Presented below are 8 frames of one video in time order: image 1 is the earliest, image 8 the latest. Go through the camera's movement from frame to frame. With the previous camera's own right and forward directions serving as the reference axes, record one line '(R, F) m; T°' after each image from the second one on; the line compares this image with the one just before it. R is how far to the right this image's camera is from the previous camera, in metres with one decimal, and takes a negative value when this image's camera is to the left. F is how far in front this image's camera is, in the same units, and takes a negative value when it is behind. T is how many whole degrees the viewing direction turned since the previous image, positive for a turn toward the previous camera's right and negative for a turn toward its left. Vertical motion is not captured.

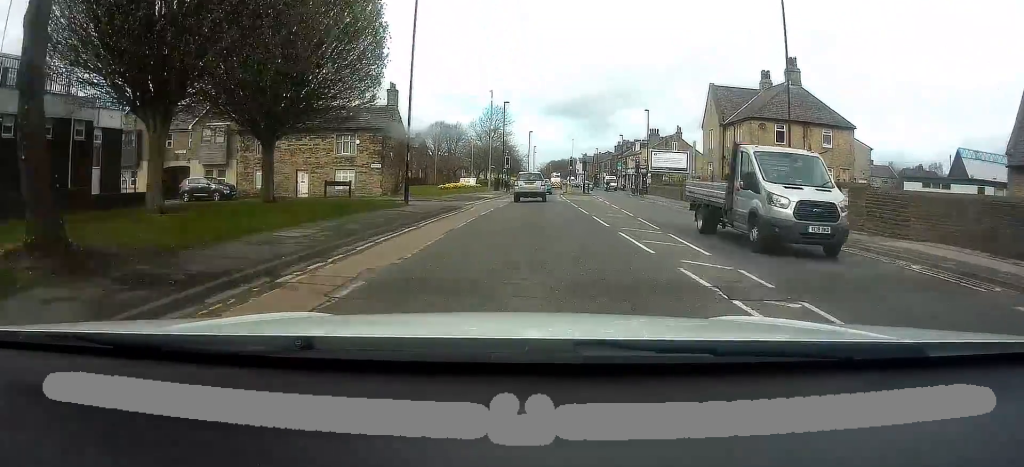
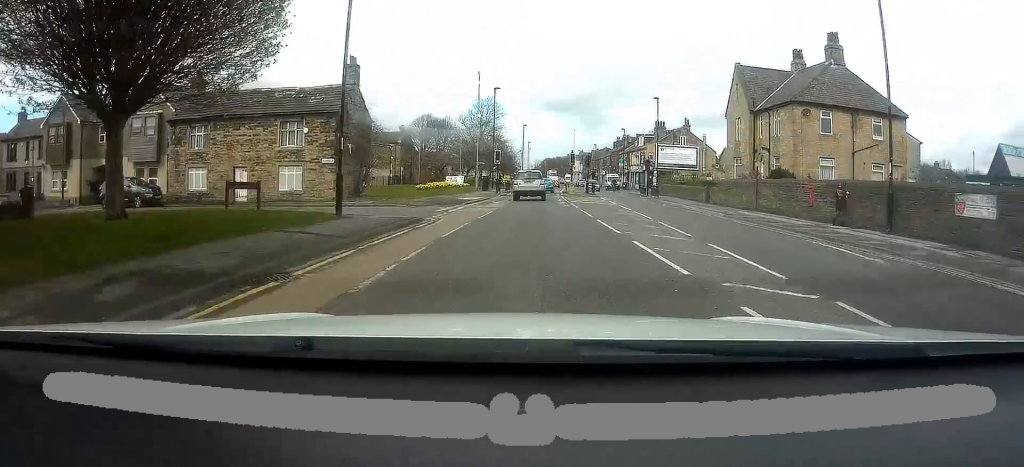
(0.0, +8.1) m; +1°
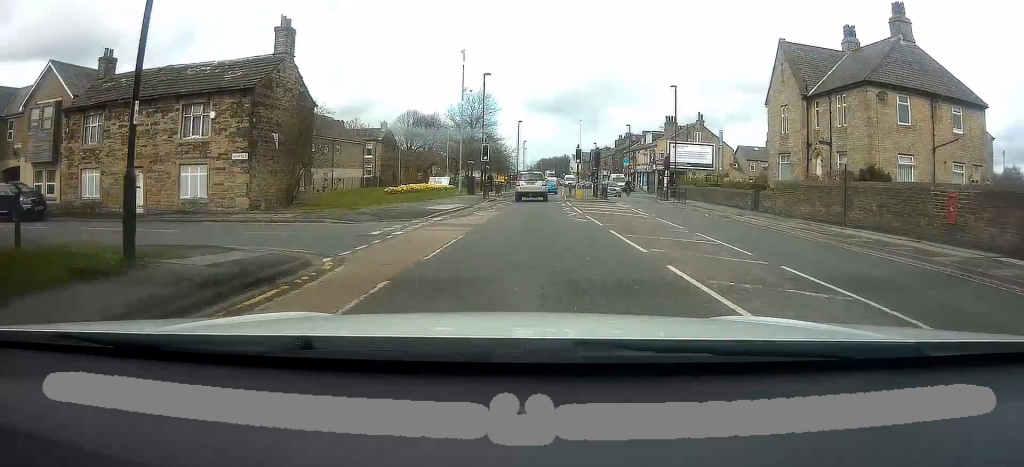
(+0.2, +9.1) m; +1°
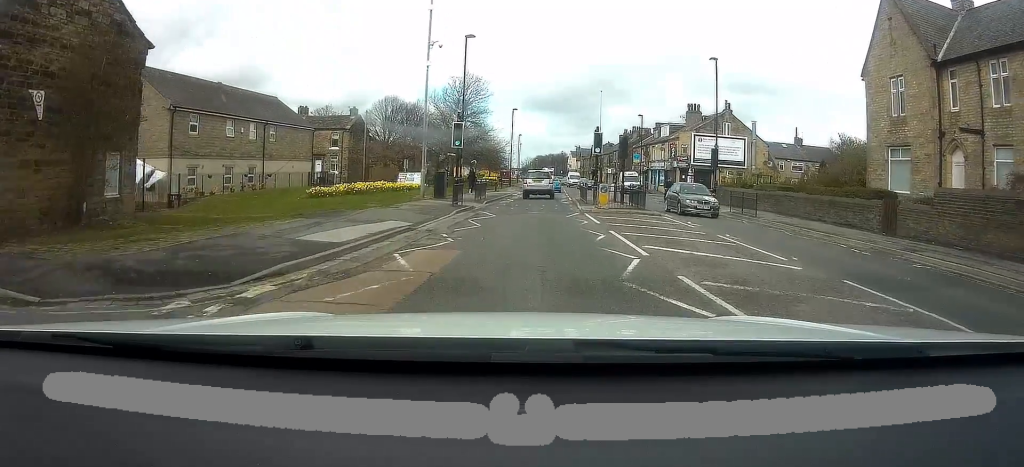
(-0.1, +12.6) m; -1°
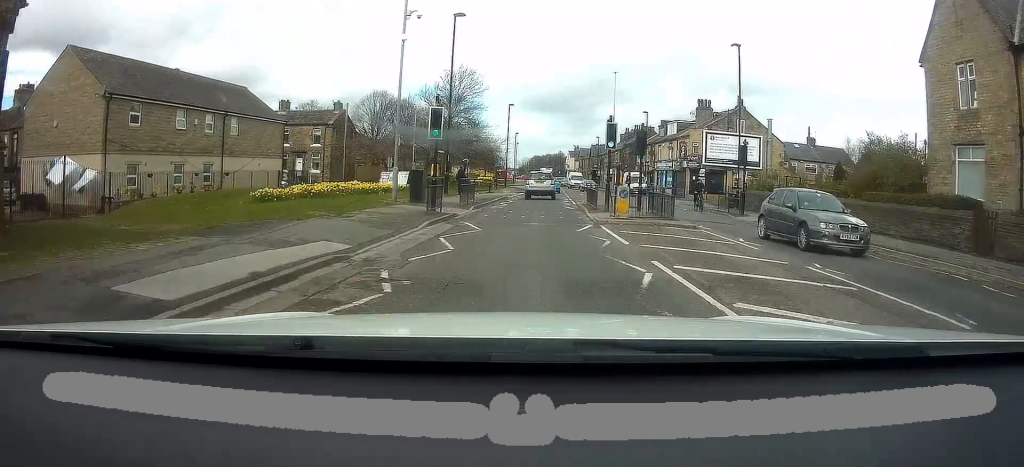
(-0.2, +5.0) m; 0°
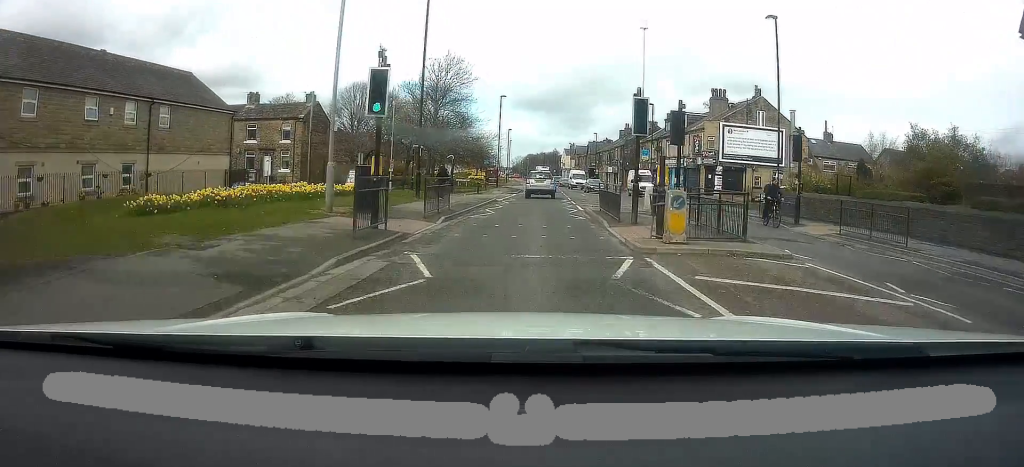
(+0.2, +6.7) m; 0°
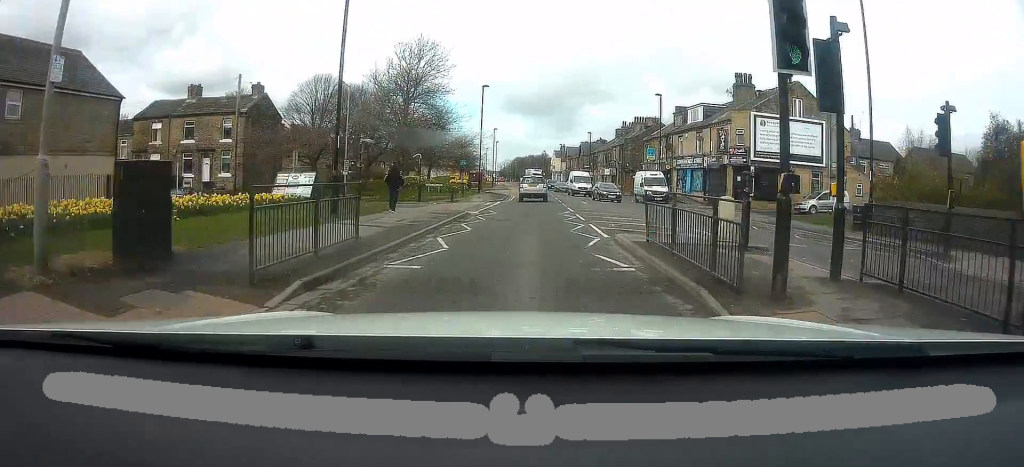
(0.0, +9.7) m; 0°
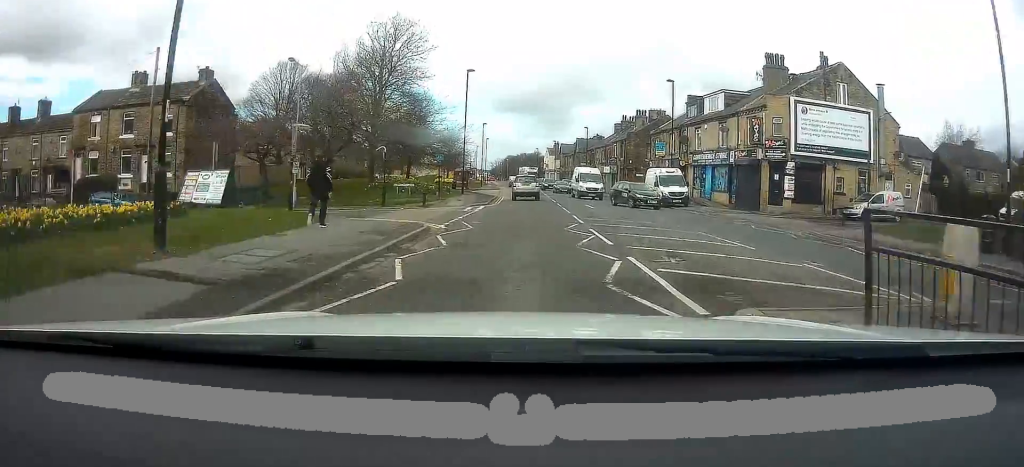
(-0.1, +7.7) m; +1°
